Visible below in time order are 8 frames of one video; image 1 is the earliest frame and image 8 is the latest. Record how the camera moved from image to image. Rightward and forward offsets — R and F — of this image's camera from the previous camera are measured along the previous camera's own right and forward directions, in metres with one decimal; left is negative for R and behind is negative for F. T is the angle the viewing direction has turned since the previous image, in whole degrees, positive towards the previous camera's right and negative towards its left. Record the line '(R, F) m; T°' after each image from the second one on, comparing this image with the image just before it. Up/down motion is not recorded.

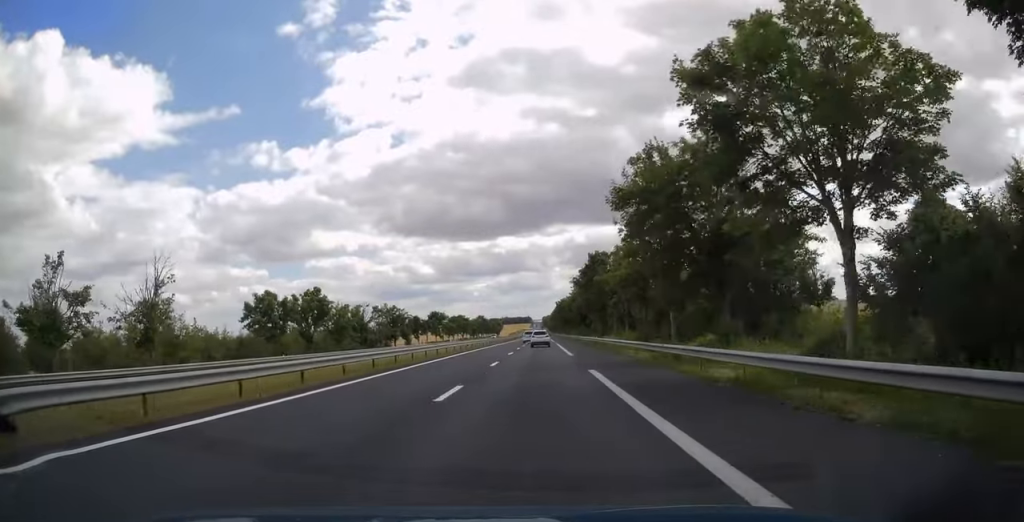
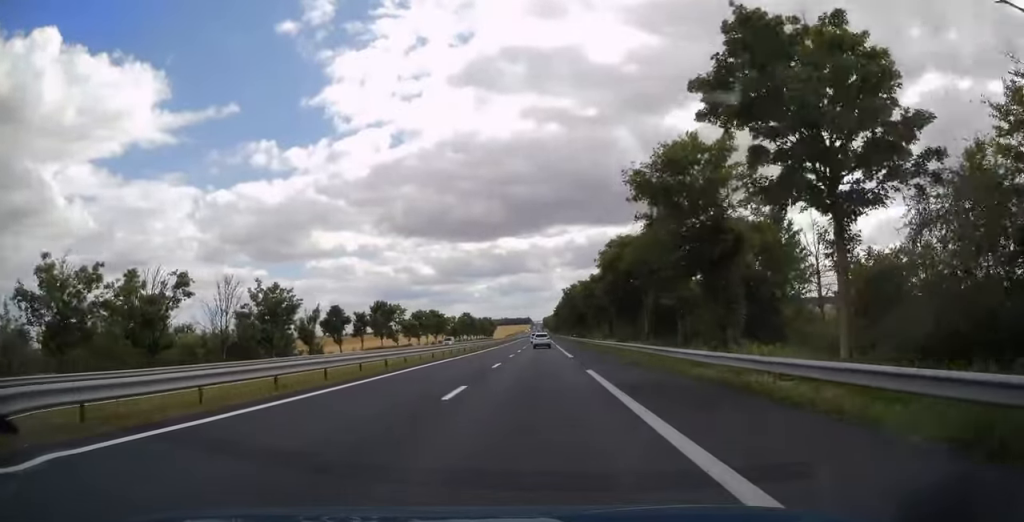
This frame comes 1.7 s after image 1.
(-0.1, +49.9) m; 0°
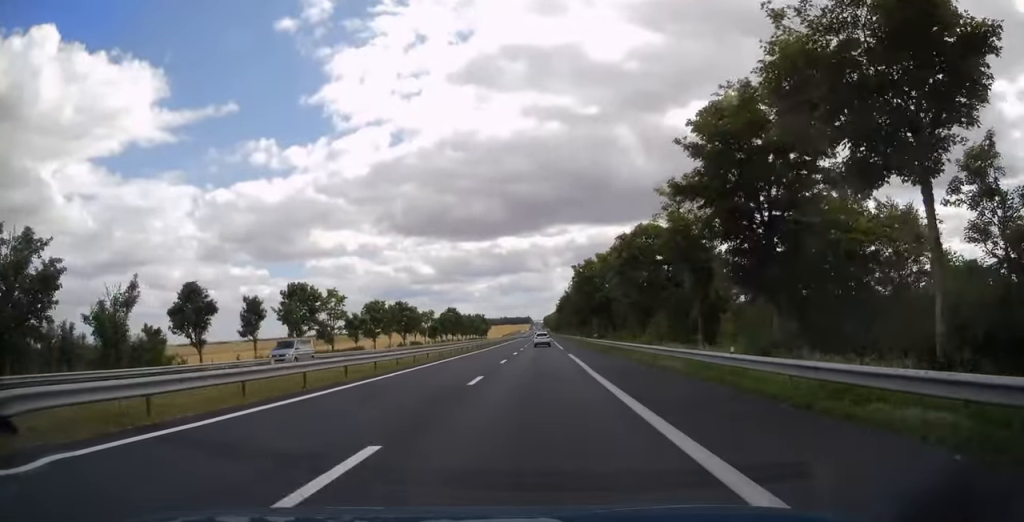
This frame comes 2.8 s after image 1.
(+0.1, +34.0) m; 0°
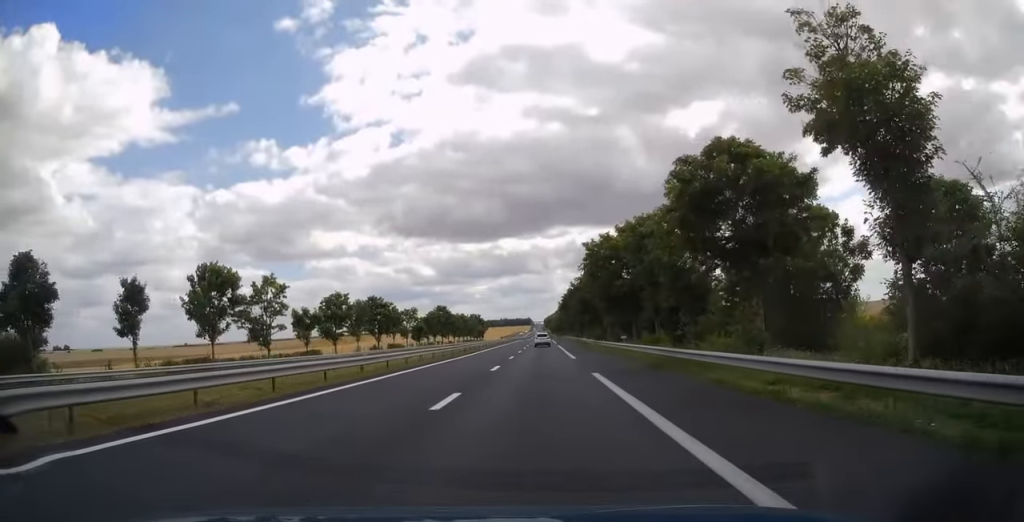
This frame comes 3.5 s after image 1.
(0.0, +18.3) m; 0°
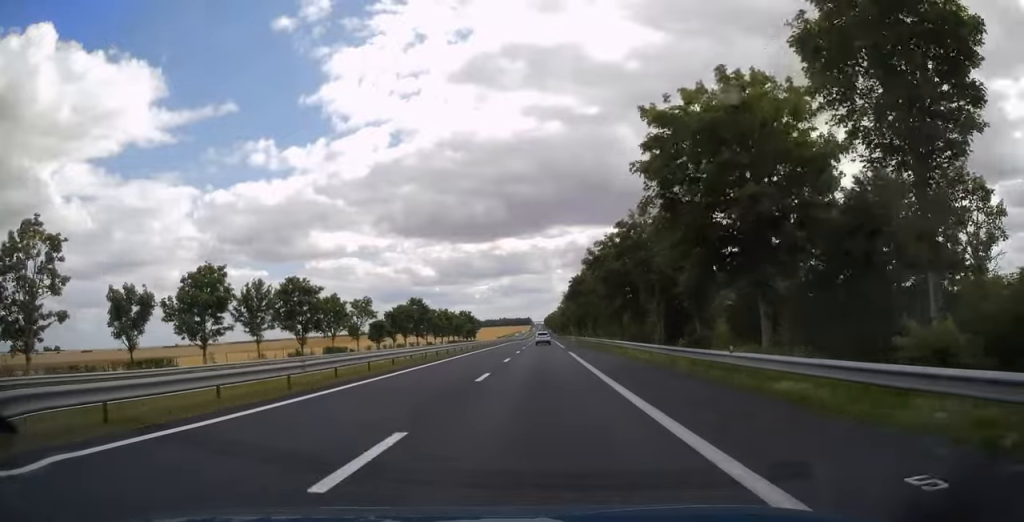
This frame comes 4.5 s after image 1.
(0.0, +31.1) m; 0°
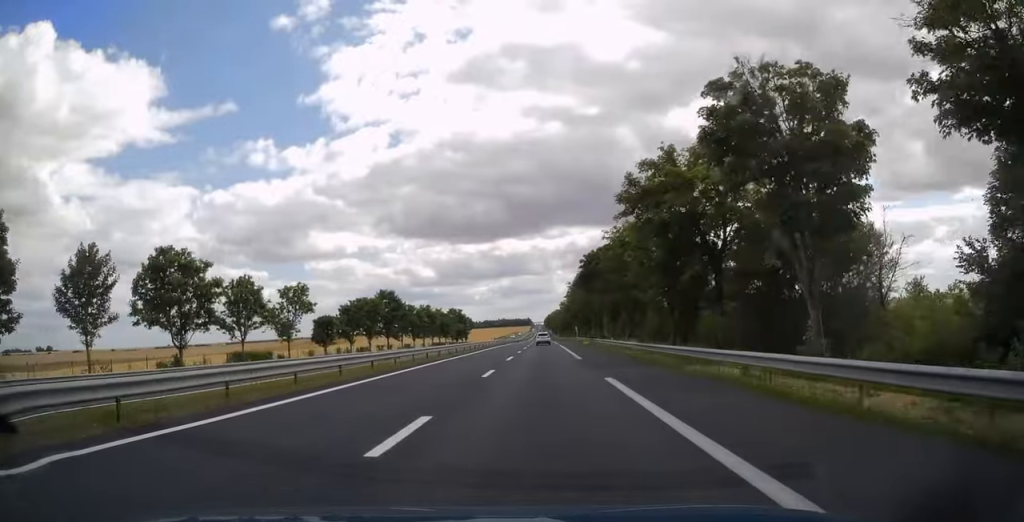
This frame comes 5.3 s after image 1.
(0.0, +23.6) m; 0°
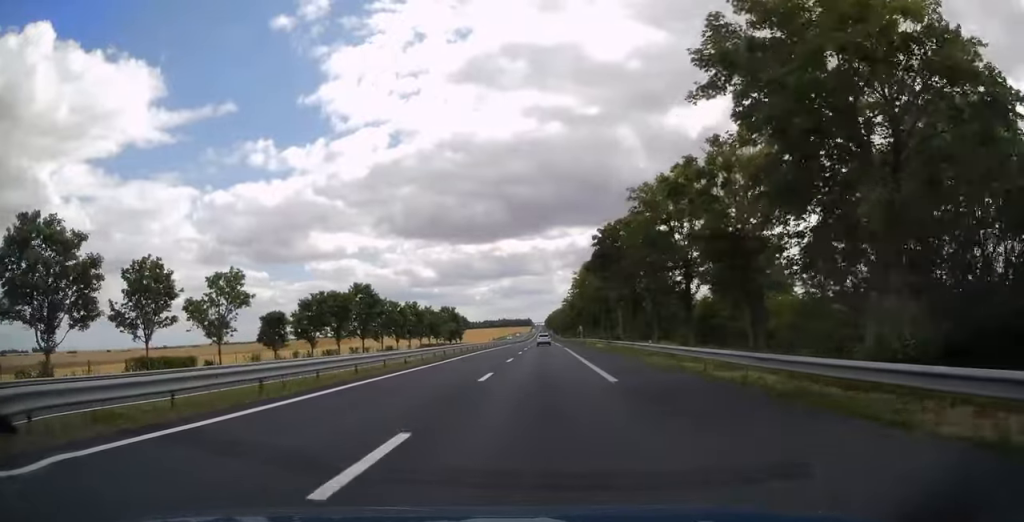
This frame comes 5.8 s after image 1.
(0.0, +14.2) m; 0°
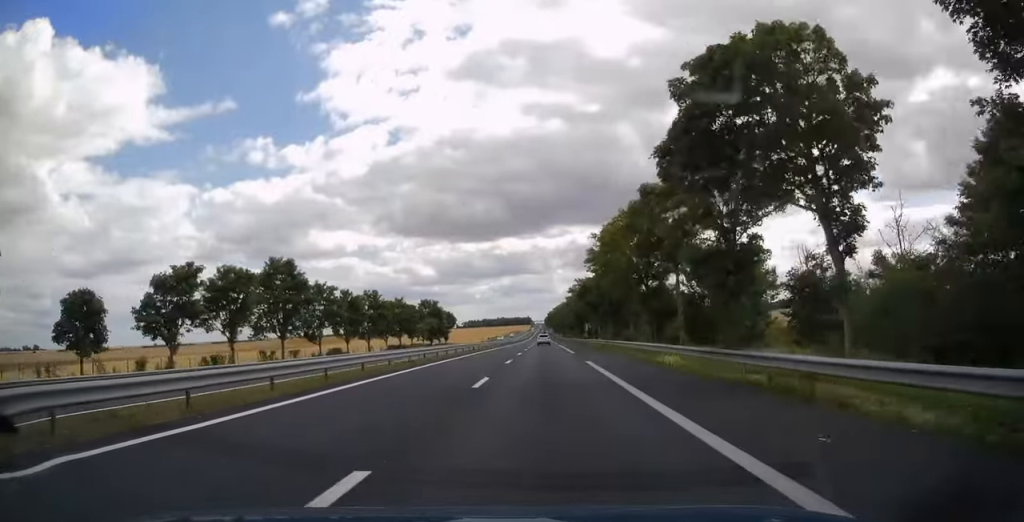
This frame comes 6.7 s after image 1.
(0.0, +27.5) m; 0°
